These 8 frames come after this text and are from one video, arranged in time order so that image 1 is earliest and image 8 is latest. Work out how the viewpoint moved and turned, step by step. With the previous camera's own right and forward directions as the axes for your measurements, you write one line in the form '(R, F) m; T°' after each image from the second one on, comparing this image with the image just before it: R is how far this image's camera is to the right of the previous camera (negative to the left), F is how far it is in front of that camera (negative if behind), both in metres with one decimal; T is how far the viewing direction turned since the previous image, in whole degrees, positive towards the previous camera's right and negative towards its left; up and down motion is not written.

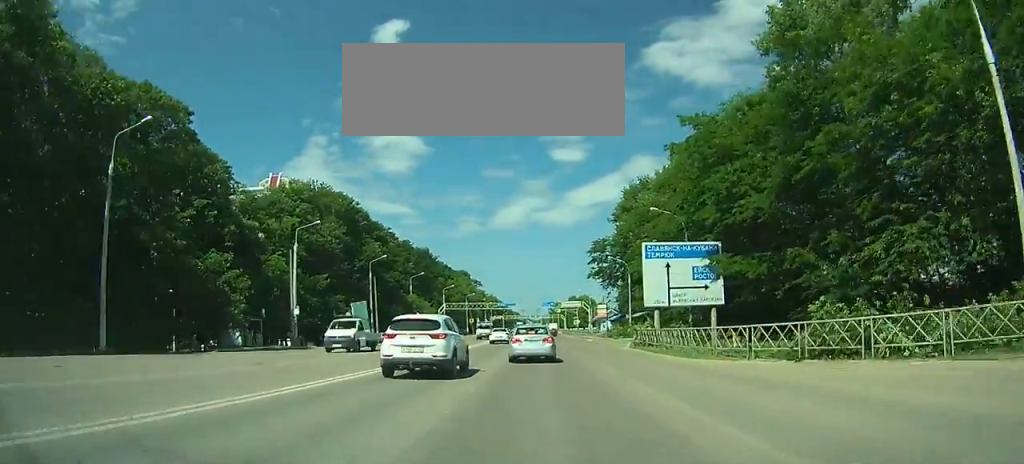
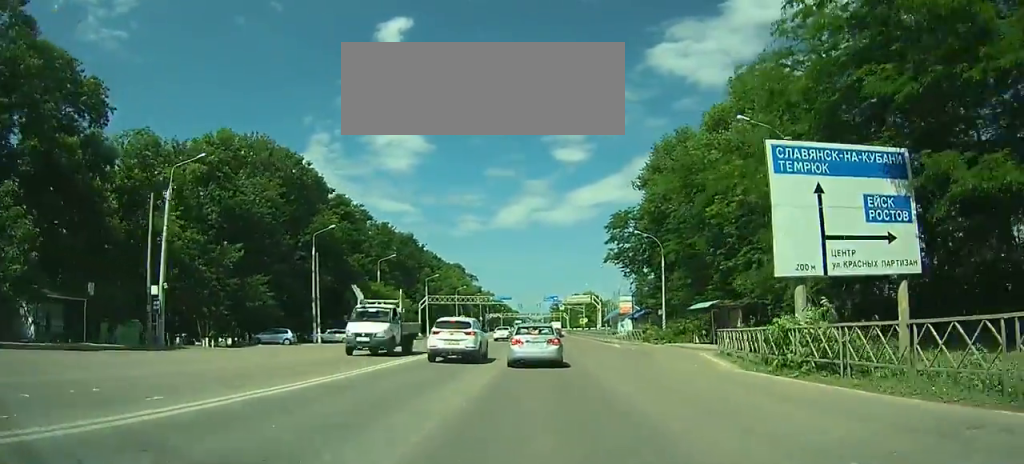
(0.0, +21.3) m; 0°
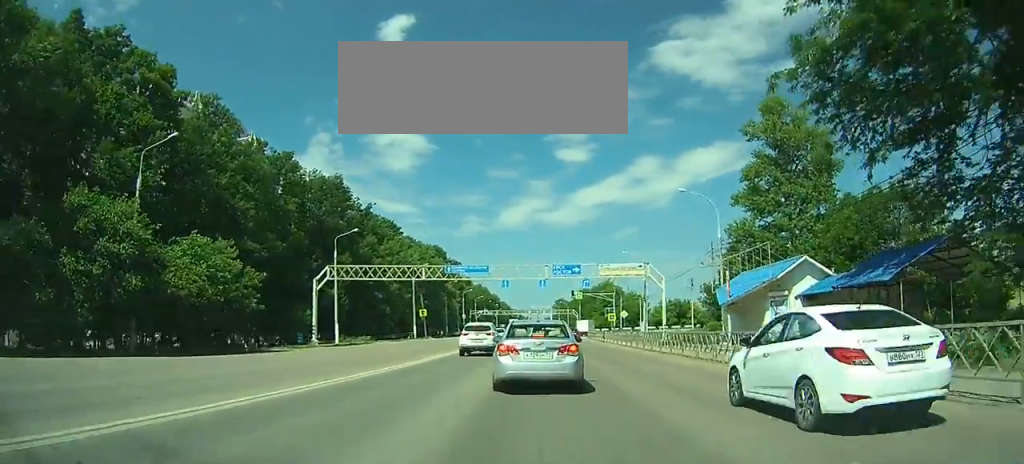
(0.0, +50.2) m; -1°
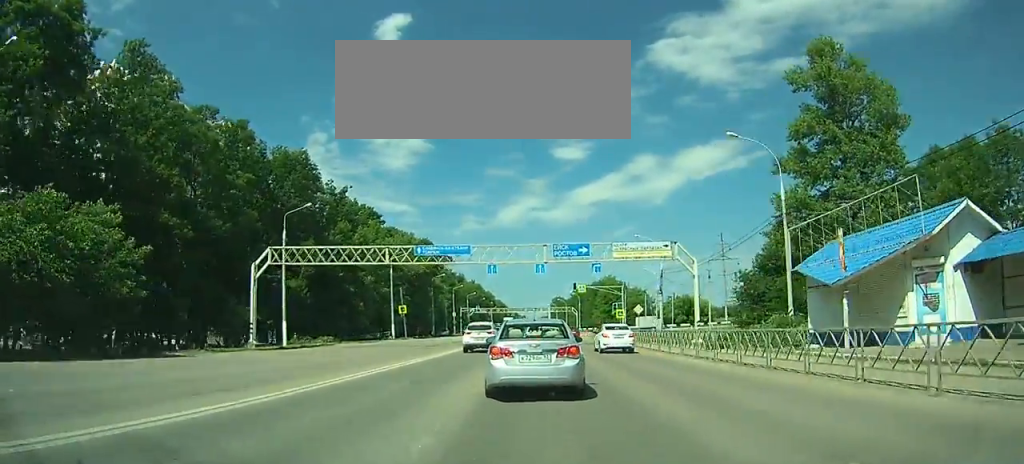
(-0.1, +13.3) m; -2°
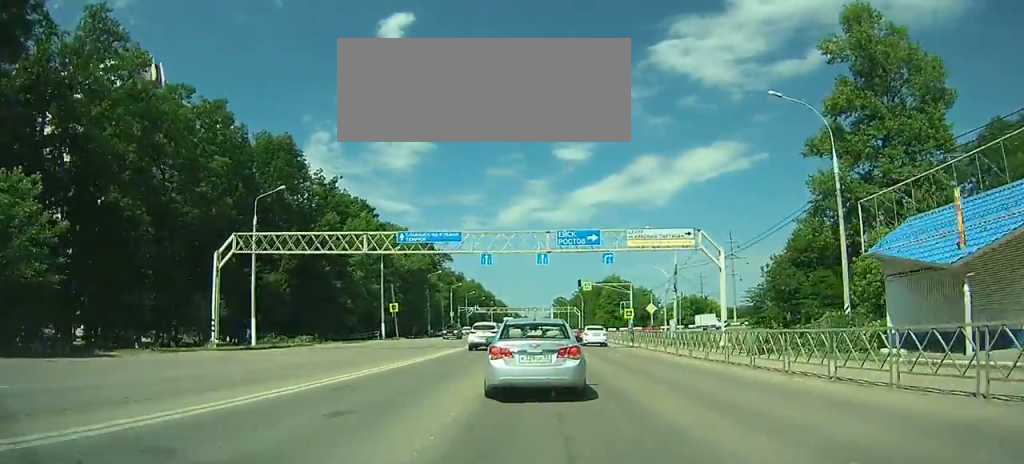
(-0.3, +6.3) m; -1°
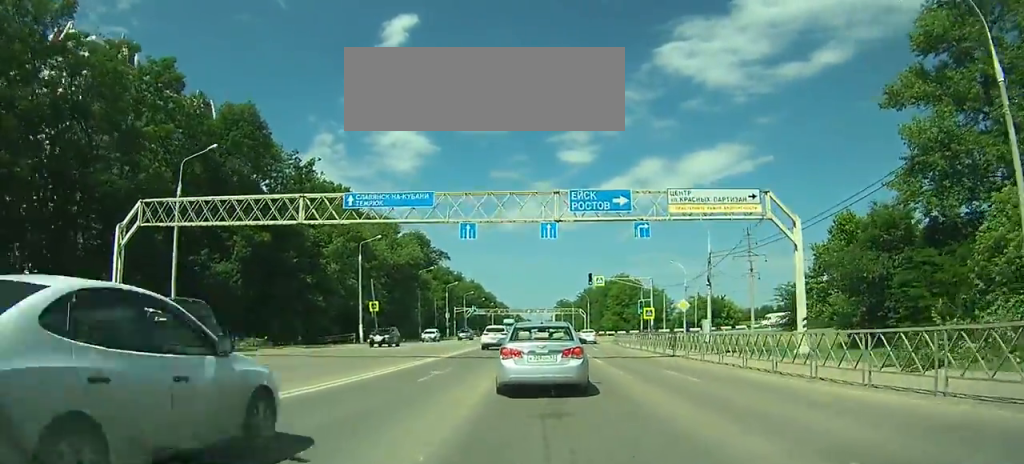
(-0.1, +11.4) m; 0°
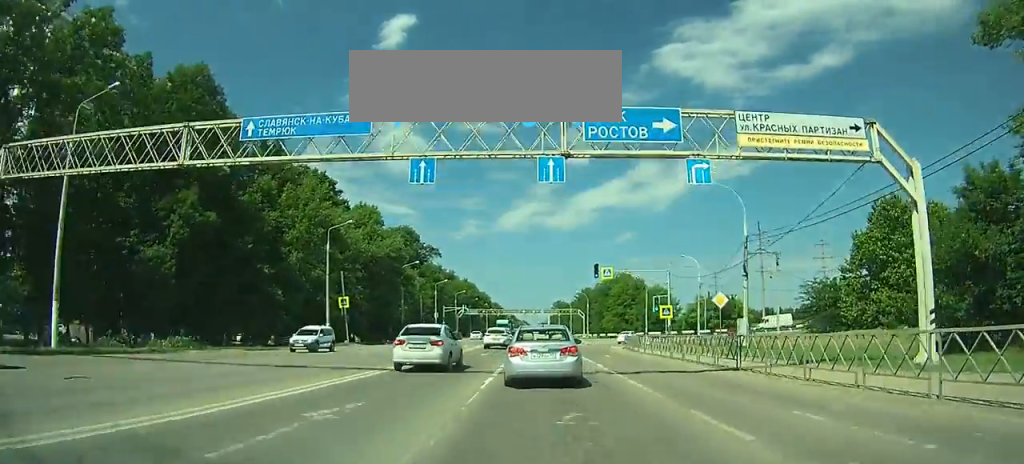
(0.0, +9.1) m; +2°
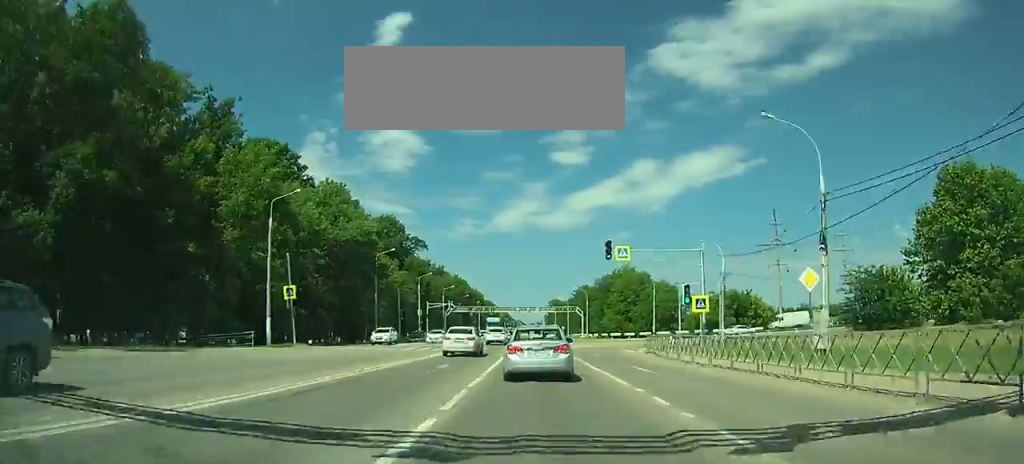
(+0.3, +11.6) m; +1°
